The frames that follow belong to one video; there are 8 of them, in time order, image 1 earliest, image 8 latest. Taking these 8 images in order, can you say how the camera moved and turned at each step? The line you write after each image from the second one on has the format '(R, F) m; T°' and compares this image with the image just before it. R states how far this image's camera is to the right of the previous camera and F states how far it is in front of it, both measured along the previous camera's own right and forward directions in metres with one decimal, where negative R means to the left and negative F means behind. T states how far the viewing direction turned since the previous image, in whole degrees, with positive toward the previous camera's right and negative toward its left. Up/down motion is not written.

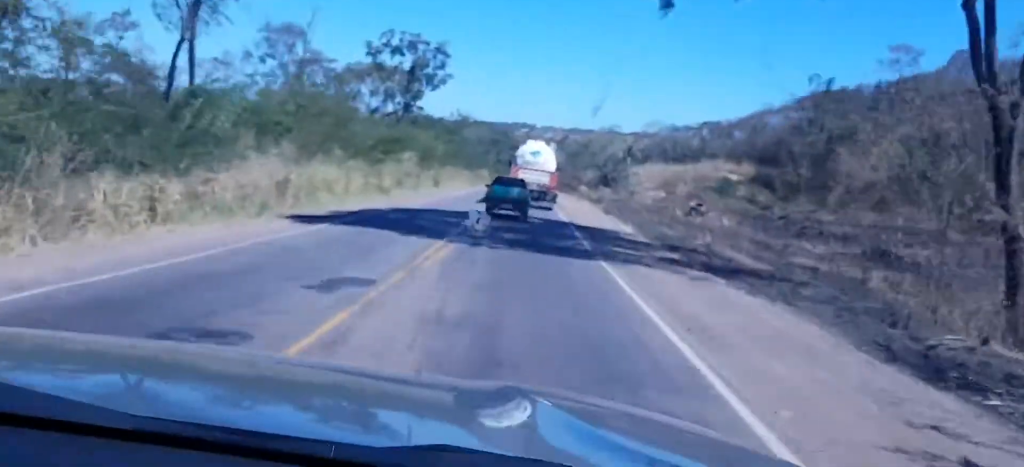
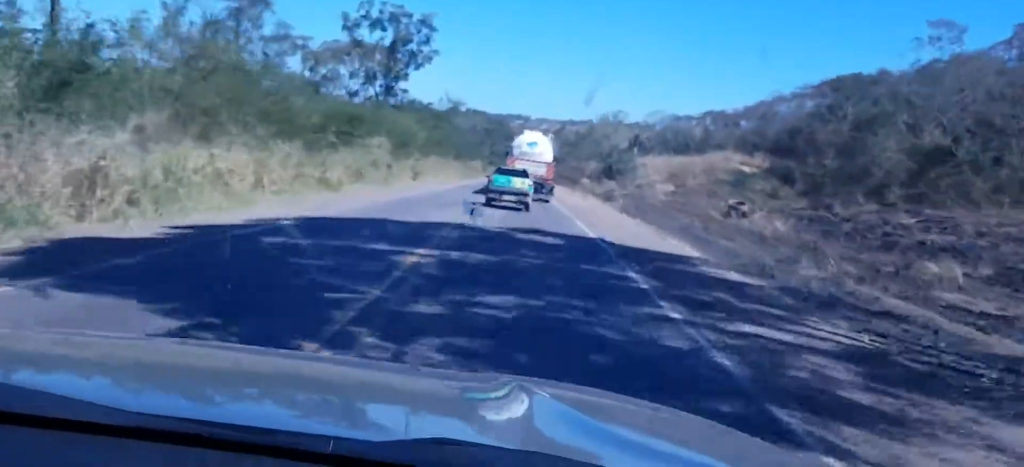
(+0.1, +14.0) m; 0°
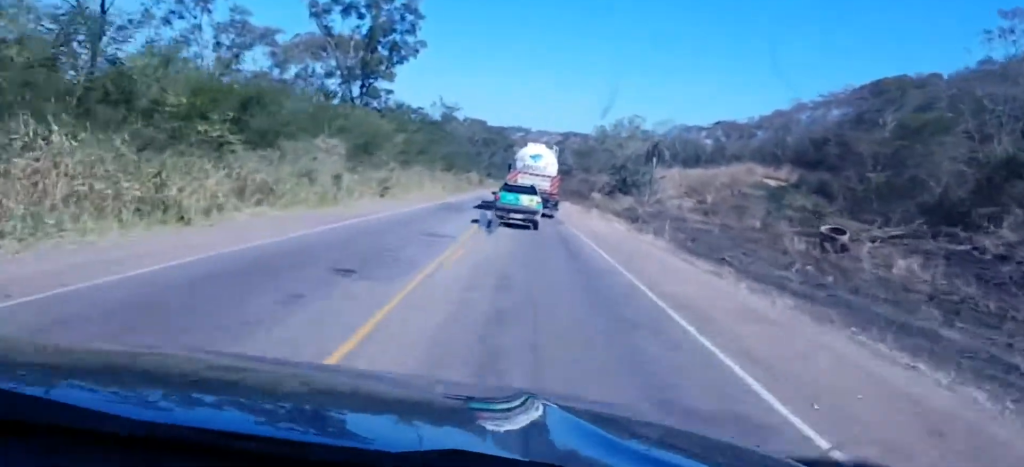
(0.0, +17.4) m; 0°
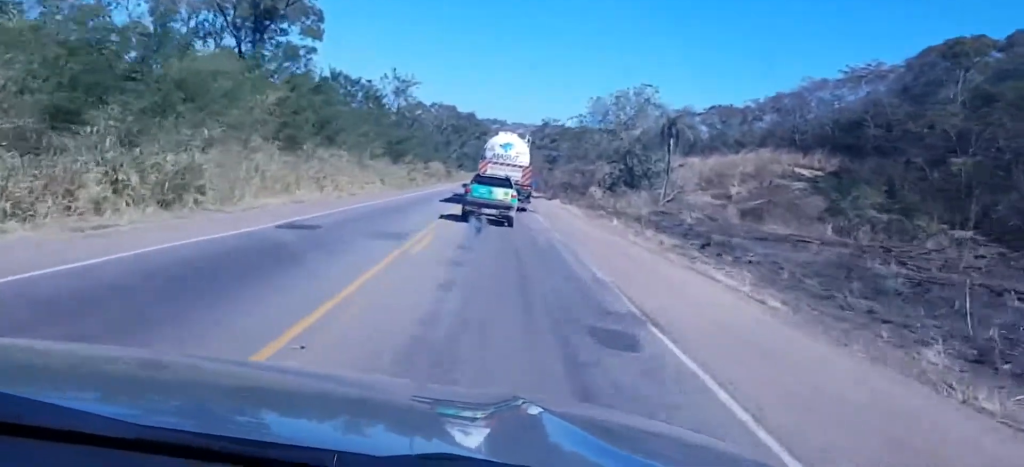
(0.0, +29.6) m; 0°
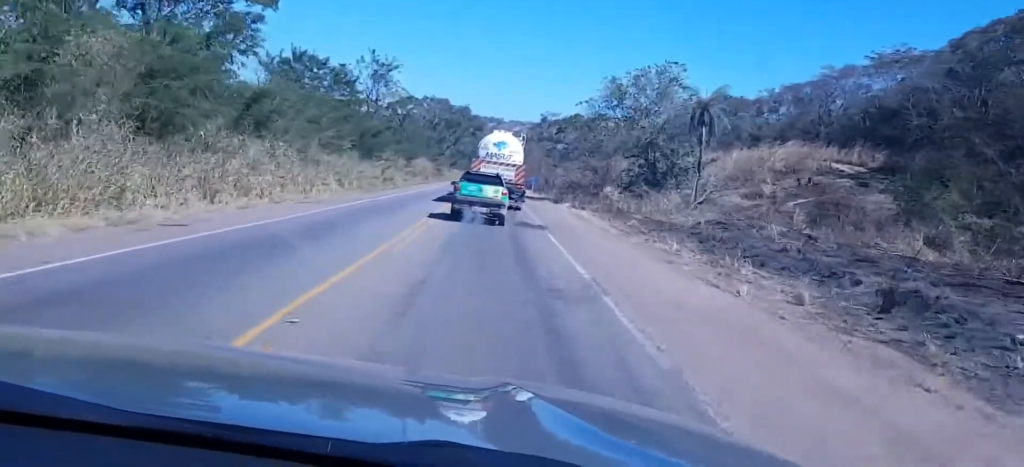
(0.0, +16.1) m; 0°
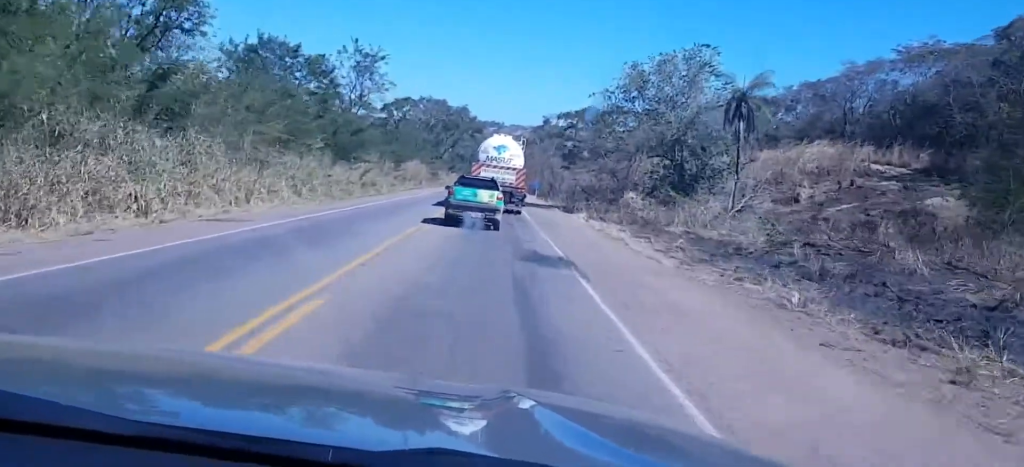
(+0.1, +10.9) m; 0°
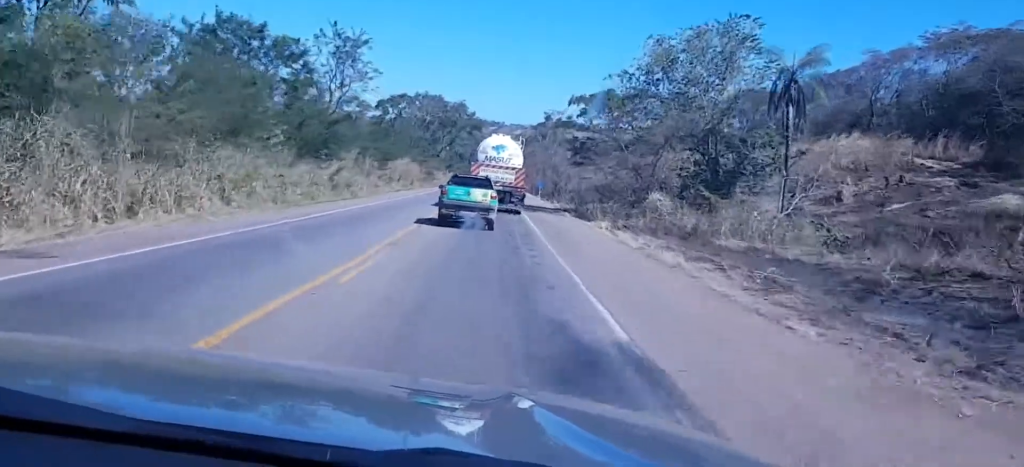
(0.0, +10.0) m; +1°
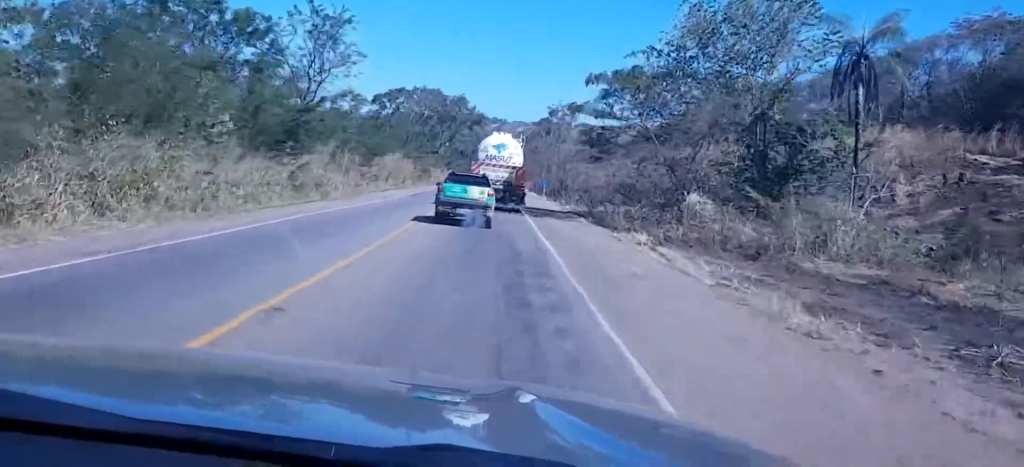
(-0.1, +9.8) m; +1°
